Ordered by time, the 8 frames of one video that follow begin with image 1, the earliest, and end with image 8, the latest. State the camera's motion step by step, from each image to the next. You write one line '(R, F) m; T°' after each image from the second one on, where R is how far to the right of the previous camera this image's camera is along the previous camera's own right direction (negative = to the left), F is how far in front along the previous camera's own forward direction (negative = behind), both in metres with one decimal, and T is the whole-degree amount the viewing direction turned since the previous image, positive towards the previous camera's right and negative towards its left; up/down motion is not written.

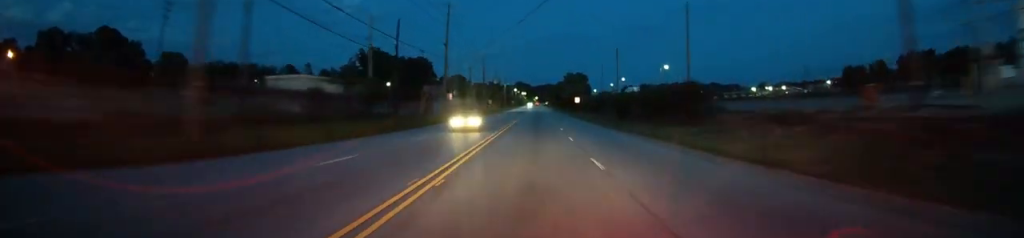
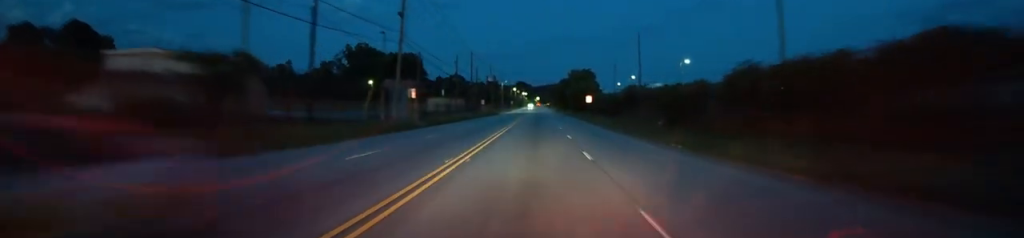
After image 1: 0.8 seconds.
(-0.3, +22.2) m; 0°
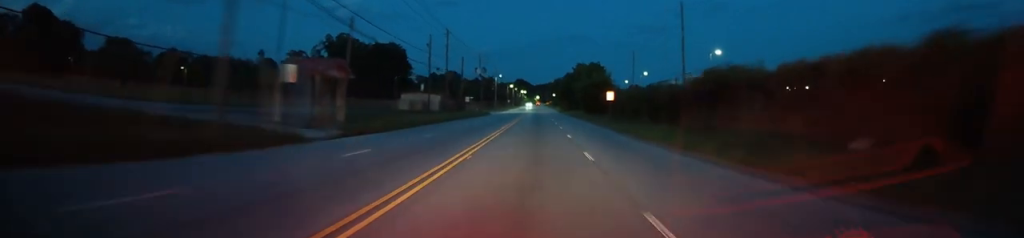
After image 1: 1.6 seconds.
(+0.2, +24.8) m; +1°
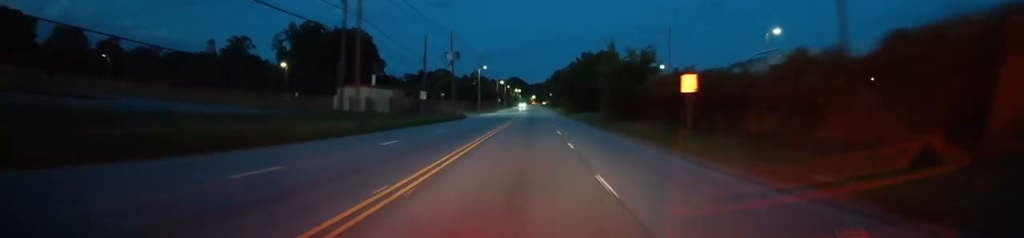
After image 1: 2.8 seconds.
(+0.5, +32.7) m; +1°
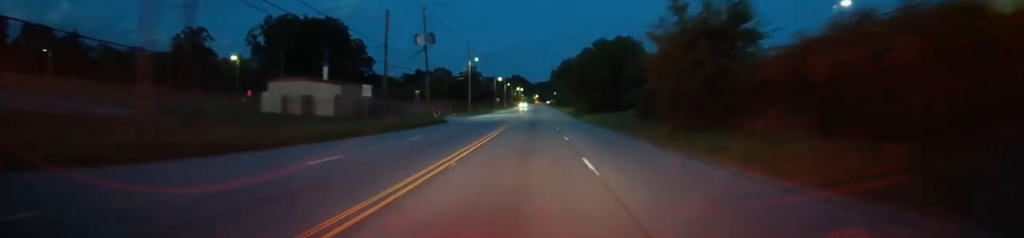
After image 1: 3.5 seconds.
(0.0, +20.6) m; -1°
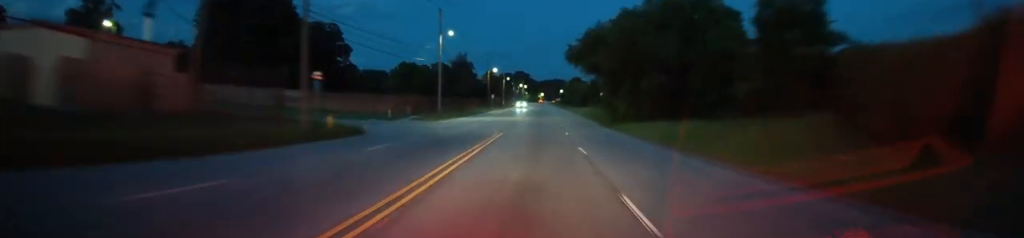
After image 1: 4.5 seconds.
(-0.5, +31.7) m; -1°
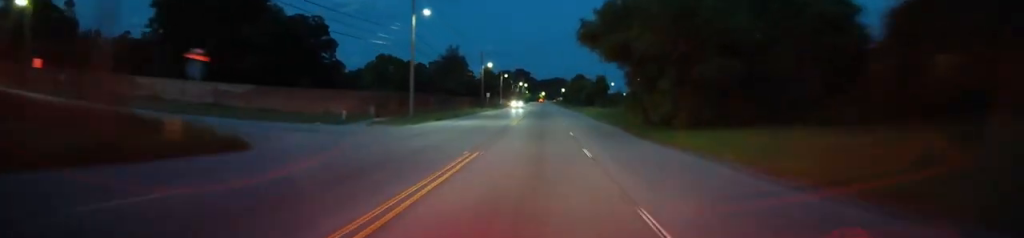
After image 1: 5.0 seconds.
(-0.2, +14.1) m; 0°
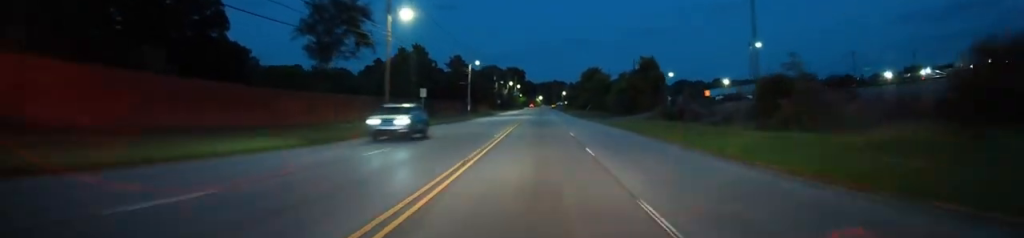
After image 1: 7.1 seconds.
(+0.4, +60.1) m; 0°
